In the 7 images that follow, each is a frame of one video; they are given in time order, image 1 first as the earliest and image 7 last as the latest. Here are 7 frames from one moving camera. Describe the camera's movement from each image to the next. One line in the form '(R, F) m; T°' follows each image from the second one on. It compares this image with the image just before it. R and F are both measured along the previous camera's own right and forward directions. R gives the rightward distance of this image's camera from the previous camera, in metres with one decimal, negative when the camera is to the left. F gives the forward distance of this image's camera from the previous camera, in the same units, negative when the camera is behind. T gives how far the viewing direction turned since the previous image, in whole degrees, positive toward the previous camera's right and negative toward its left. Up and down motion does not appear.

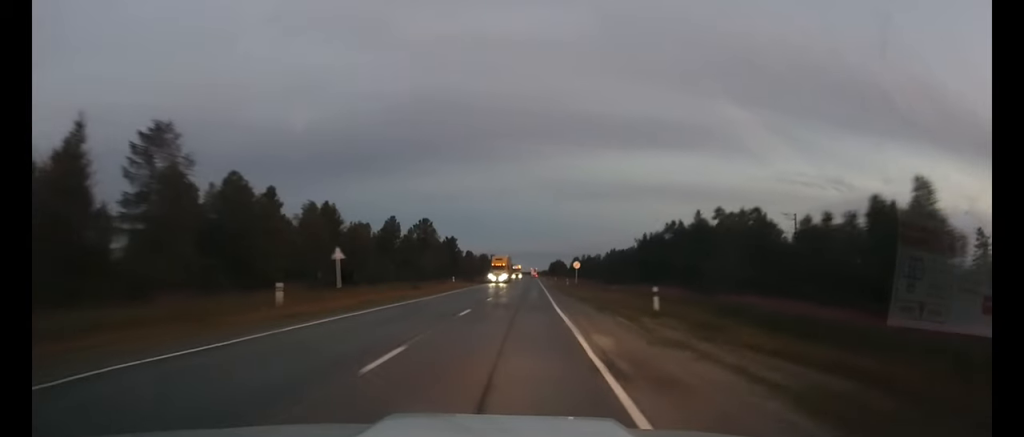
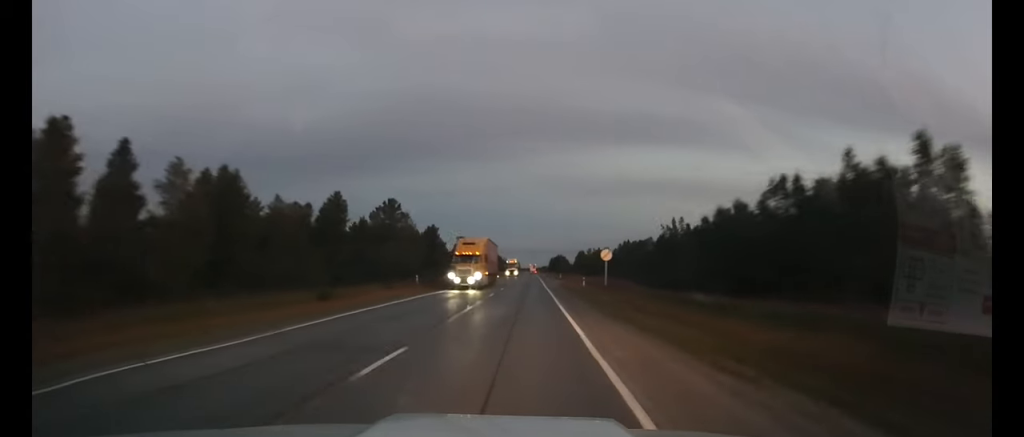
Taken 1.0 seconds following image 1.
(+0.1, +23.5) m; 0°
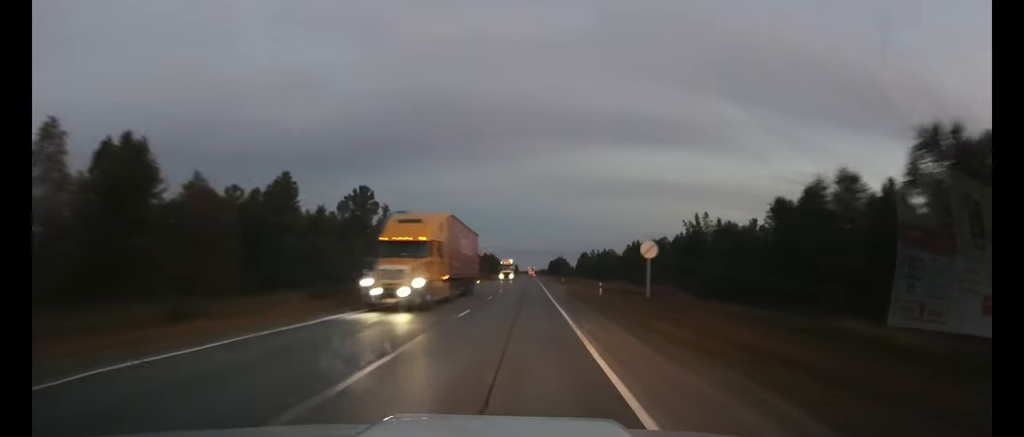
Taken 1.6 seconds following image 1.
(0.0, +13.0) m; 0°
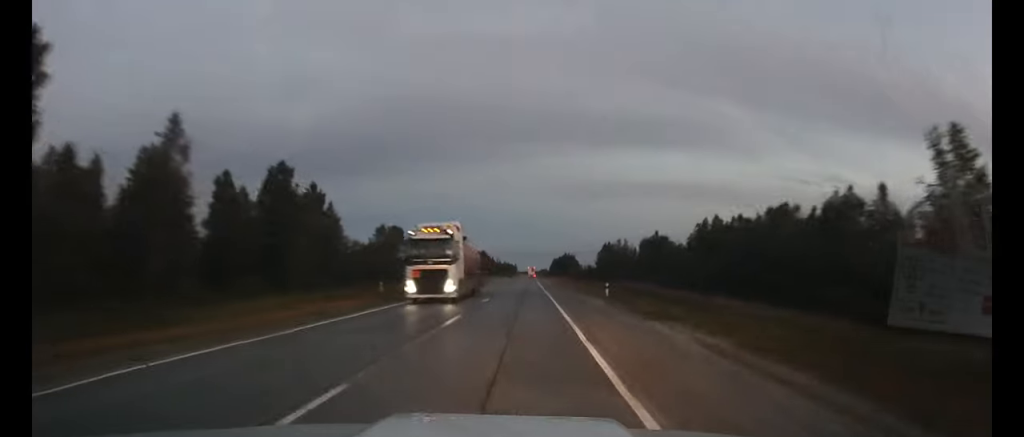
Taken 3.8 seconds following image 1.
(+0.2, +50.3) m; 0°
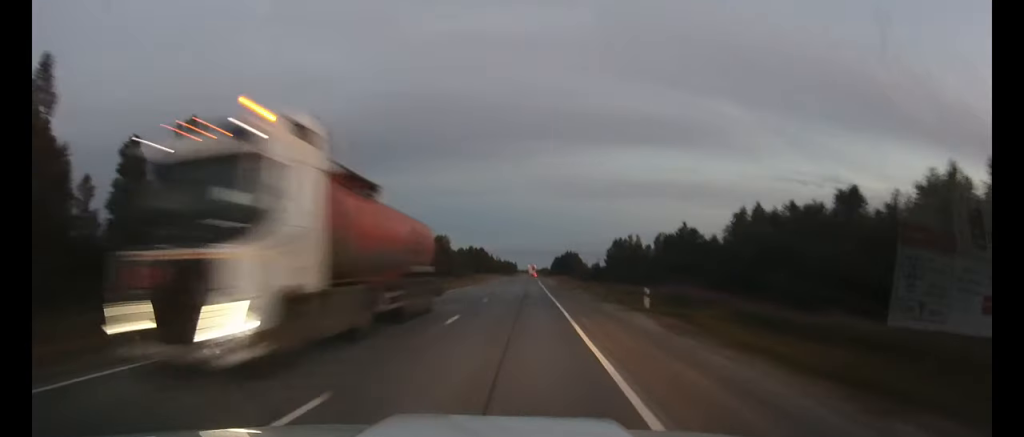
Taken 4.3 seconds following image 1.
(0.0, +12.5) m; 0°
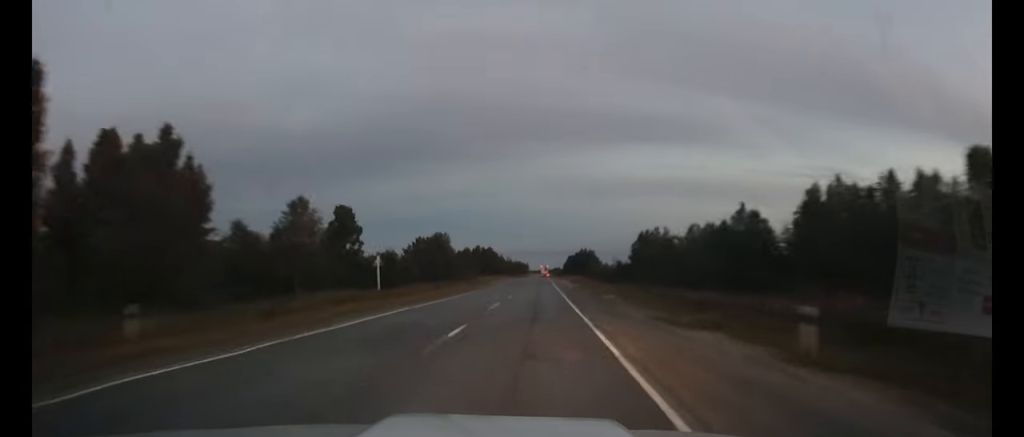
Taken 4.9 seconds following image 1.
(0.0, +14.2) m; -1°
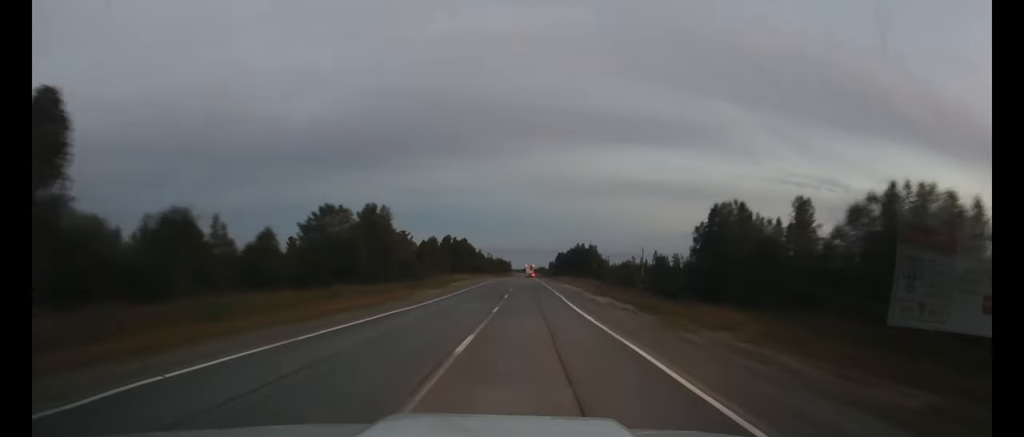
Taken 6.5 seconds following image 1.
(-0.6, +38.0) m; -1°
